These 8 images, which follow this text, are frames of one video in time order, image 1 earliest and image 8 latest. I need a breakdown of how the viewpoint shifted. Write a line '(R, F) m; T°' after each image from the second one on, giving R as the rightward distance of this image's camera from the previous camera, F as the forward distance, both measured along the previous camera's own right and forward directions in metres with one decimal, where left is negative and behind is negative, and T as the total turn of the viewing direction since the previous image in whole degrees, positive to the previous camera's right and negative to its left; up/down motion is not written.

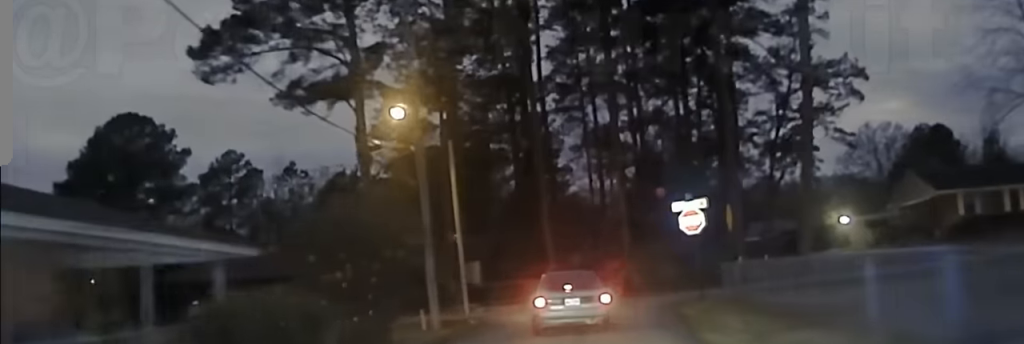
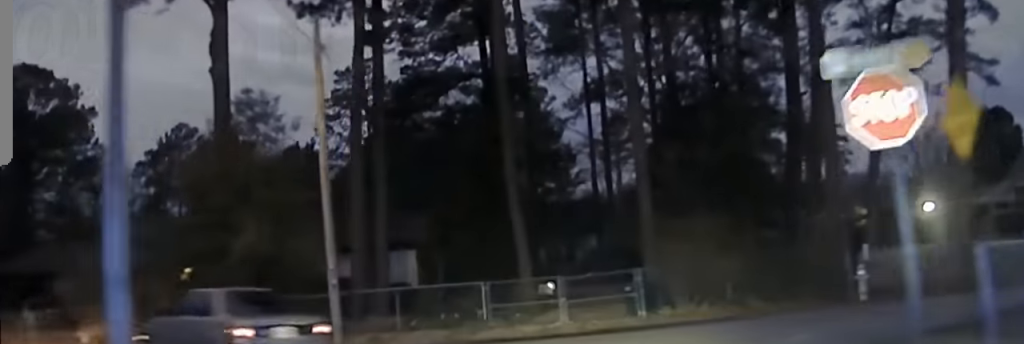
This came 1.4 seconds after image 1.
(+0.4, +24.4) m; -1°
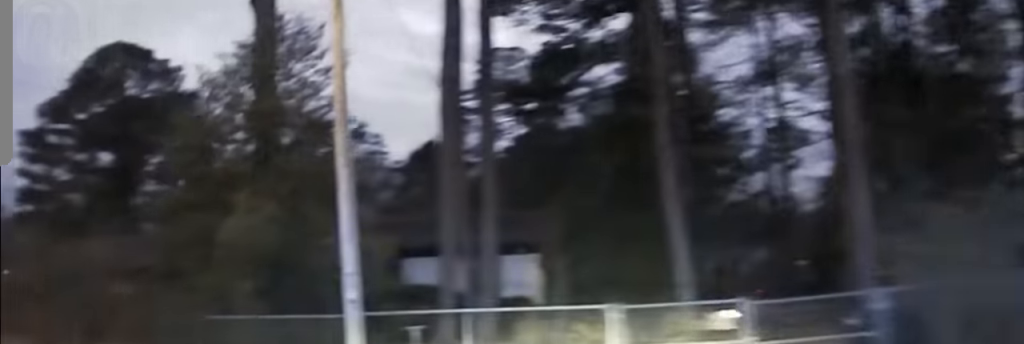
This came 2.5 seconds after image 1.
(-0.6, +11.7) m; -16°
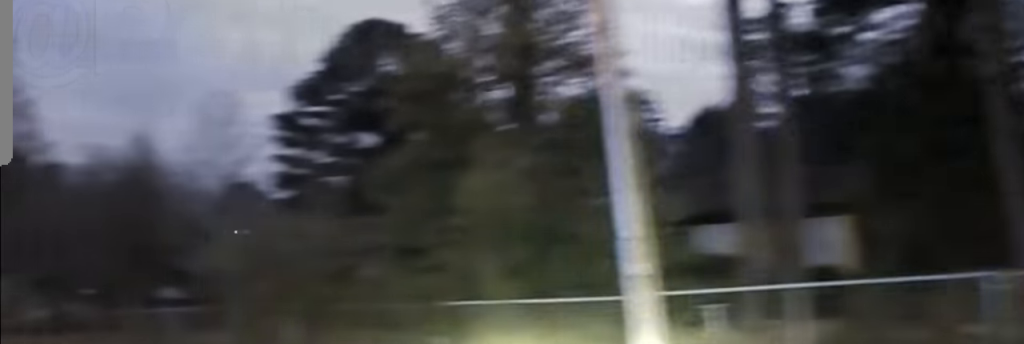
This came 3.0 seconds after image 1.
(-0.5, +4.1) m; -23°
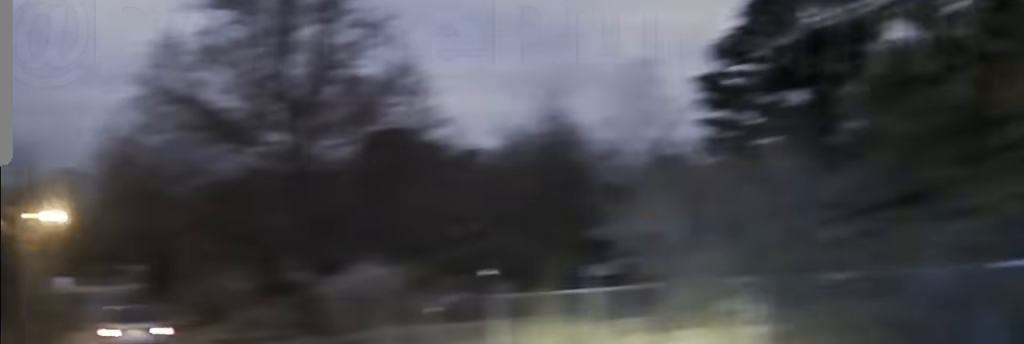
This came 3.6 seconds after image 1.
(-1.1, +4.6) m; -23°
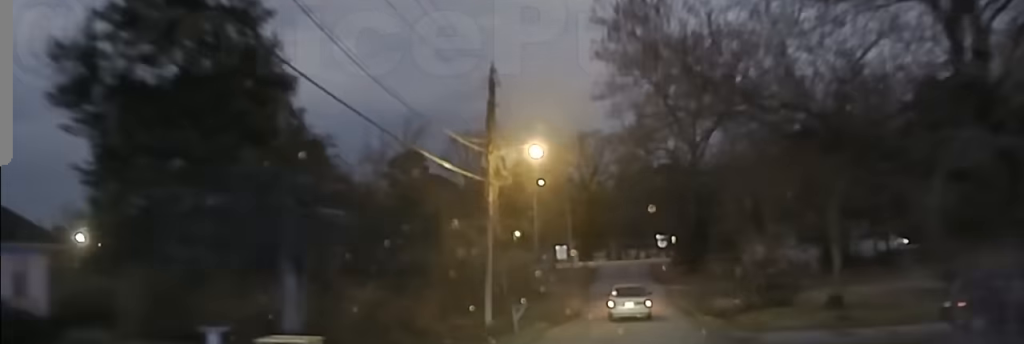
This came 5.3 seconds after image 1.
(-6.0, +14.6) m; -30°
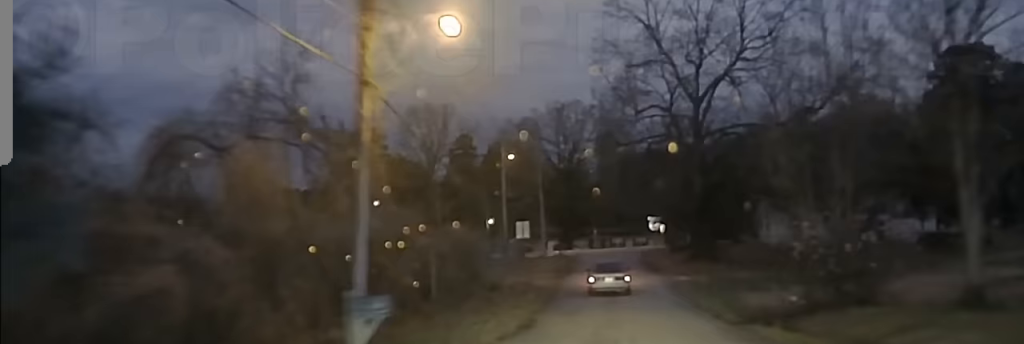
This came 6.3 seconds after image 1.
(-0.5, +12.0) m; -2°
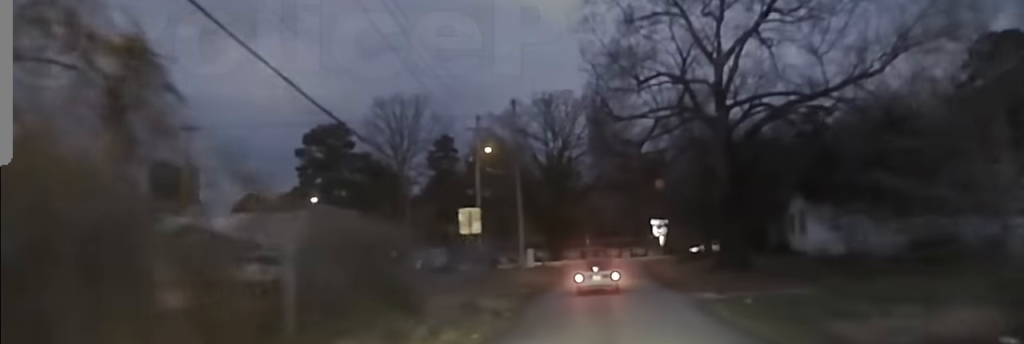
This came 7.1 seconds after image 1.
(+0.1, +11.8) m; +2°
